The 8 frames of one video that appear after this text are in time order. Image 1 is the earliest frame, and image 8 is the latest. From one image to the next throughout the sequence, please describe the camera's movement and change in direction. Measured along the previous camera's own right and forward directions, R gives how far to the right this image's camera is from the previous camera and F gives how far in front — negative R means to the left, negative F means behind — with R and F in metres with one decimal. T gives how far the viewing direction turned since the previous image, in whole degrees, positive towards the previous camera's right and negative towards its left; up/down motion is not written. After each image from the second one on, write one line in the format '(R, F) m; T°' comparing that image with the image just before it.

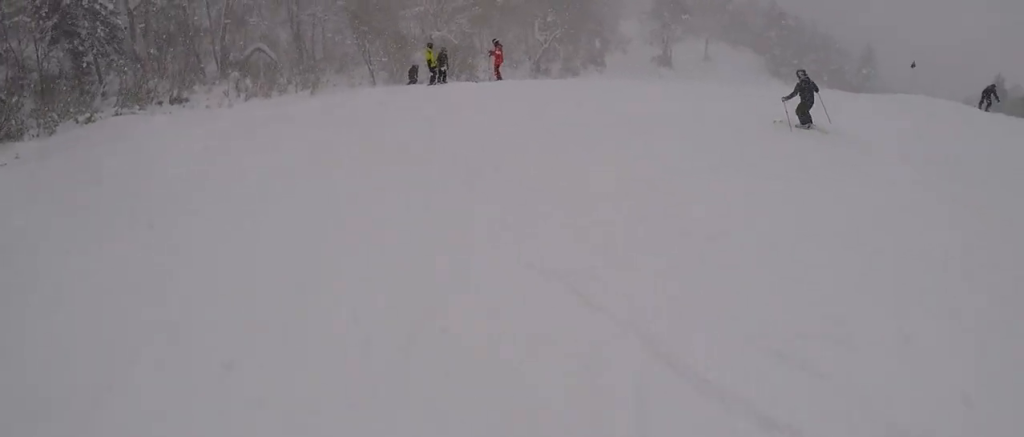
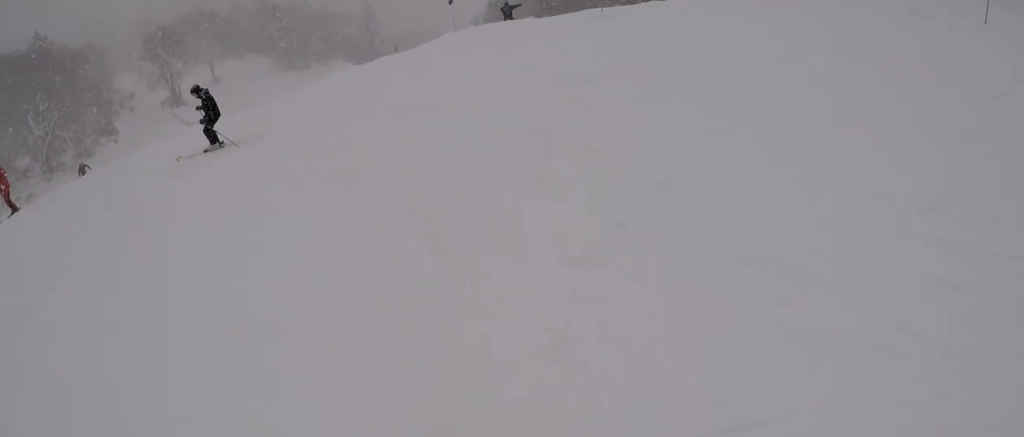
(+1.4, +3.3) m; +27°
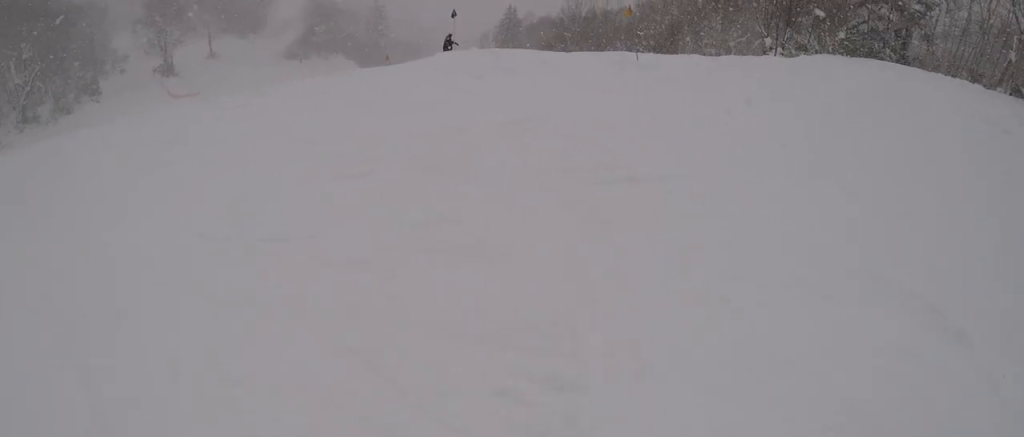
(-0.5, +4.4) m; -10°
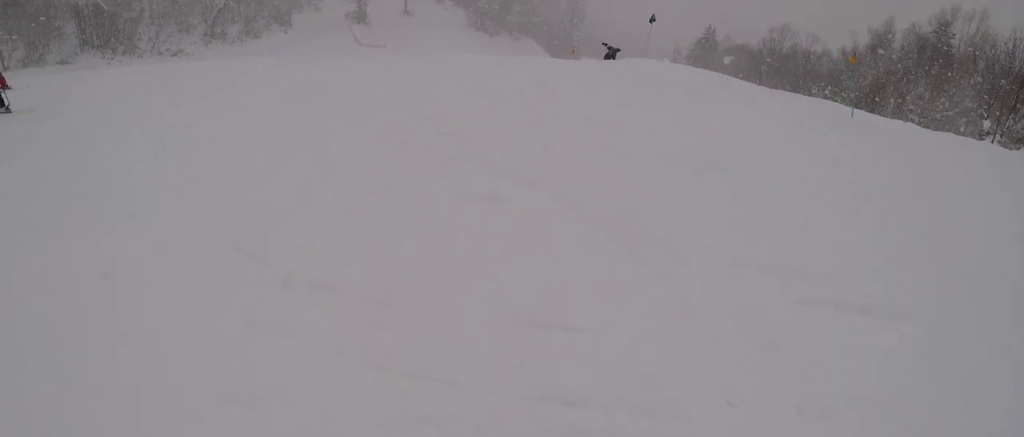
(-0.3, +1.9) m; 0°
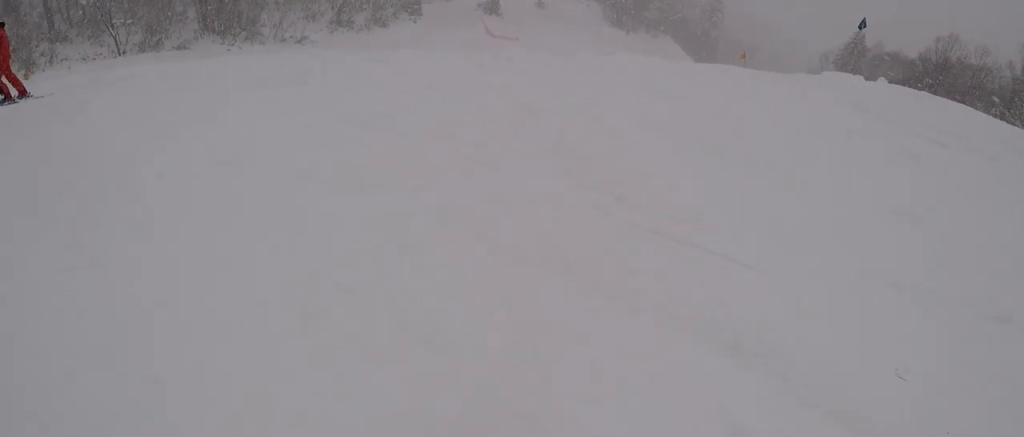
(+0.6, +3.3) m; -1°
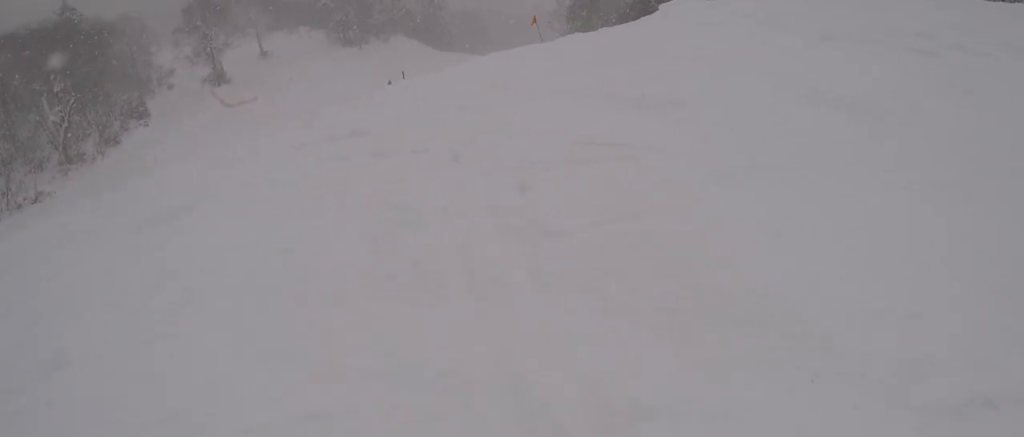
(-0.6, +3.4) m; +2°
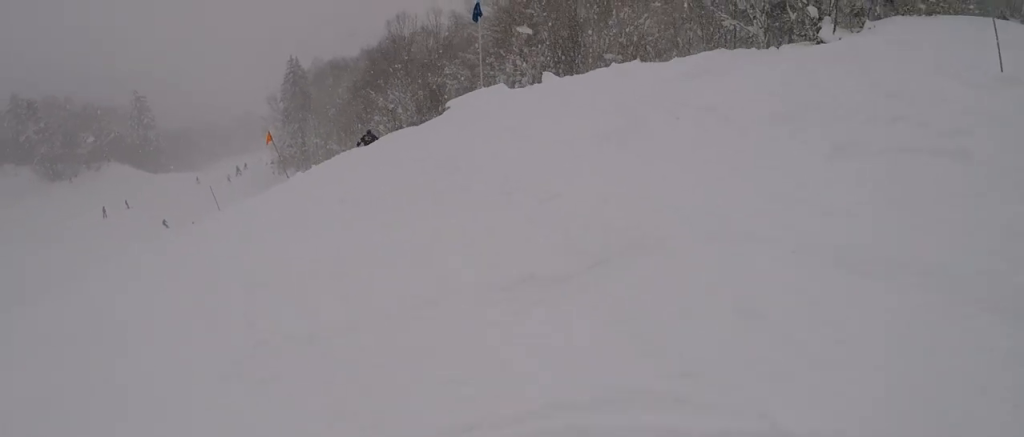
(+0.9, +4.2) m; +16°
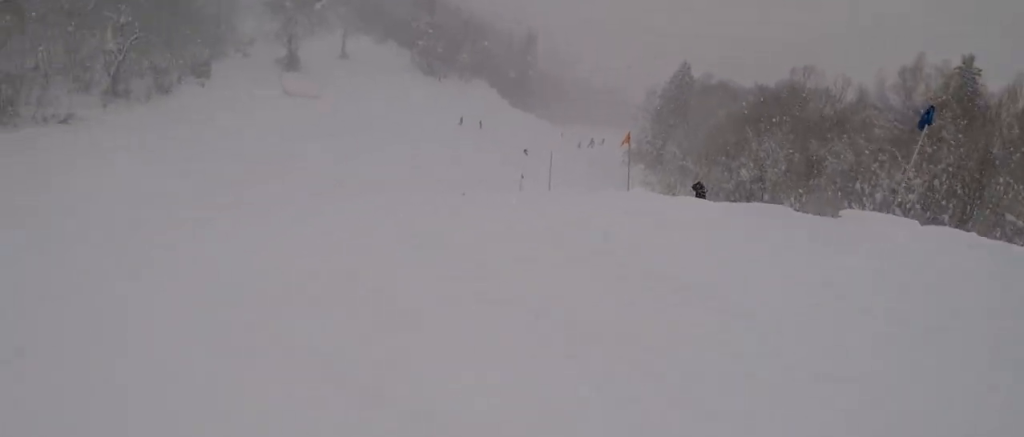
(+0.3, +2.6) m; -16°
